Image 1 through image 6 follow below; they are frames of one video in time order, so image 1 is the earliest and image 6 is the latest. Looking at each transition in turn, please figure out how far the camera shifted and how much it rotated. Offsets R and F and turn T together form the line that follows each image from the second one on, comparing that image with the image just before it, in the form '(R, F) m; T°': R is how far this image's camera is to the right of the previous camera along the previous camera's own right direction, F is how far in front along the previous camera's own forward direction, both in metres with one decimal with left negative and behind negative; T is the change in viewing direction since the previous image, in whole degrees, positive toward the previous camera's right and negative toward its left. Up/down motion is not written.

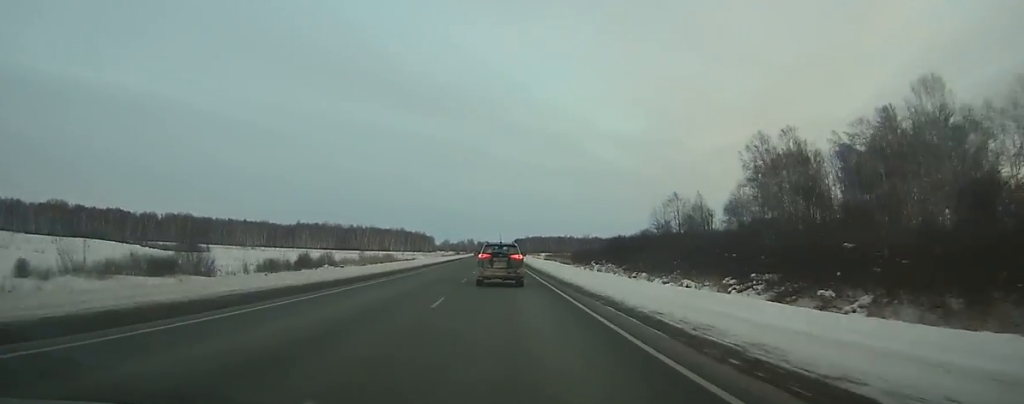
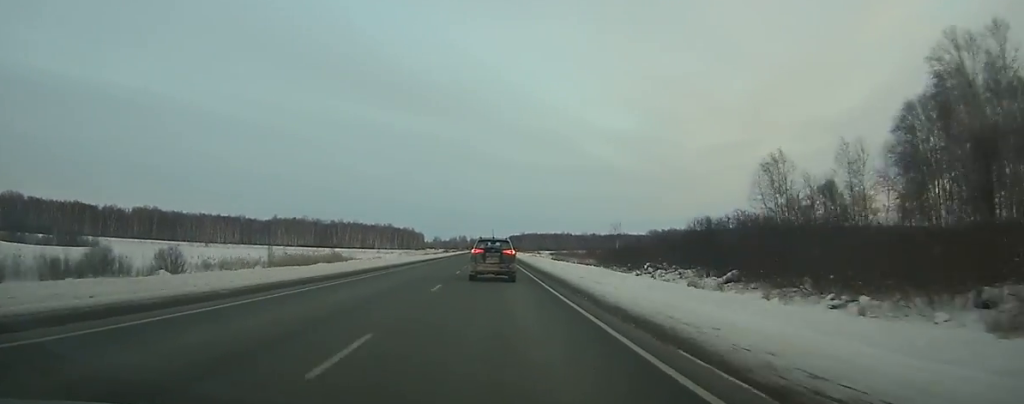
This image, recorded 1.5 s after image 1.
(+0.2, +43.6) m; 0°
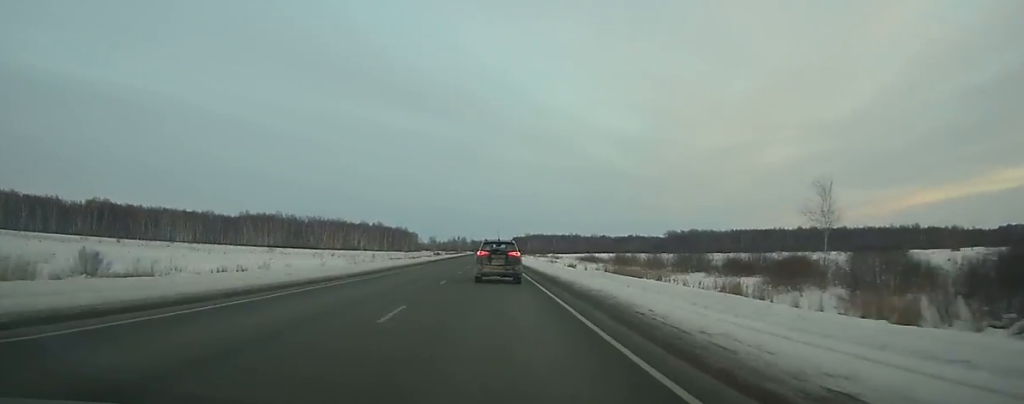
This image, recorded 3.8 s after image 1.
(0.0, +67.3) m; 0°
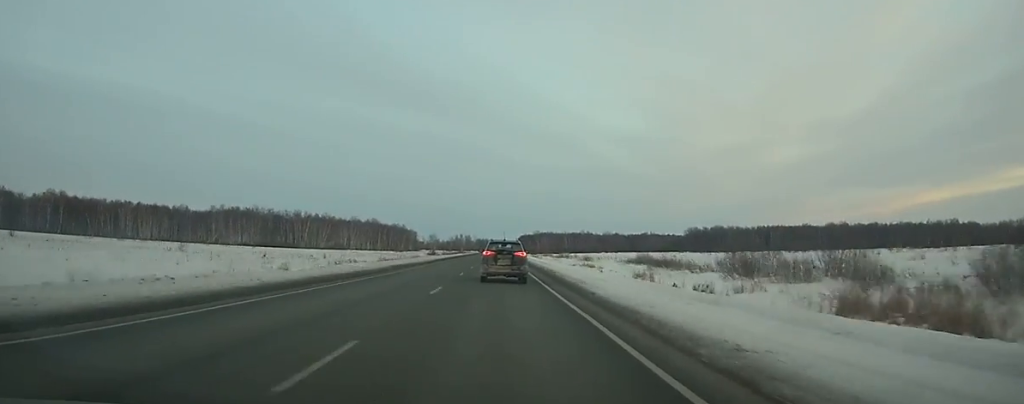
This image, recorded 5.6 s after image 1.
(0.0, +52.7) m; 0°
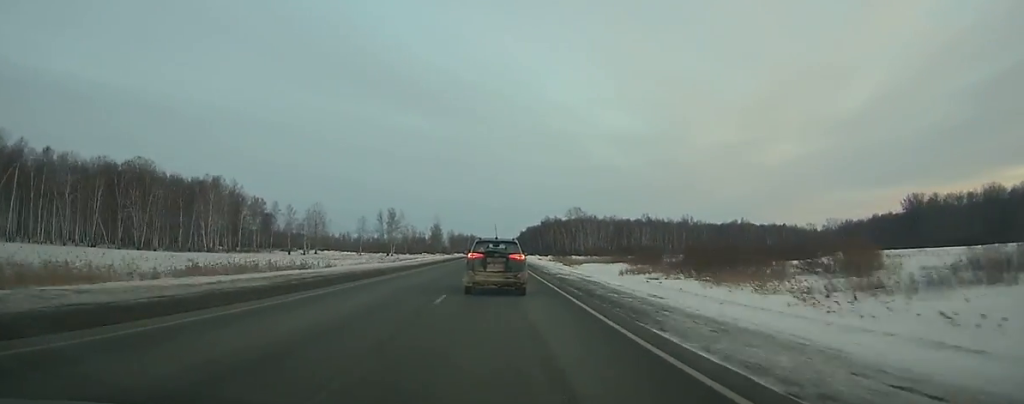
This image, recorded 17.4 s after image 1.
(+0.5, +346.4) m; 0°
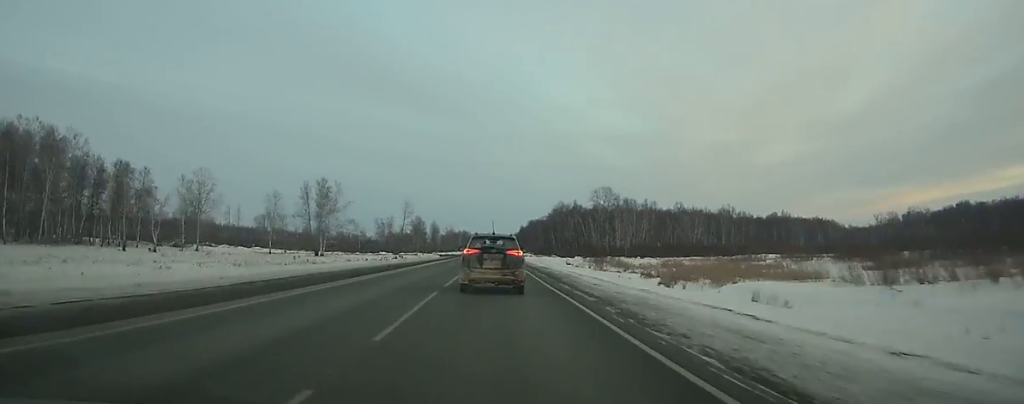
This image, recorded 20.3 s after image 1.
(+0.4, +83.0) m; 0°
